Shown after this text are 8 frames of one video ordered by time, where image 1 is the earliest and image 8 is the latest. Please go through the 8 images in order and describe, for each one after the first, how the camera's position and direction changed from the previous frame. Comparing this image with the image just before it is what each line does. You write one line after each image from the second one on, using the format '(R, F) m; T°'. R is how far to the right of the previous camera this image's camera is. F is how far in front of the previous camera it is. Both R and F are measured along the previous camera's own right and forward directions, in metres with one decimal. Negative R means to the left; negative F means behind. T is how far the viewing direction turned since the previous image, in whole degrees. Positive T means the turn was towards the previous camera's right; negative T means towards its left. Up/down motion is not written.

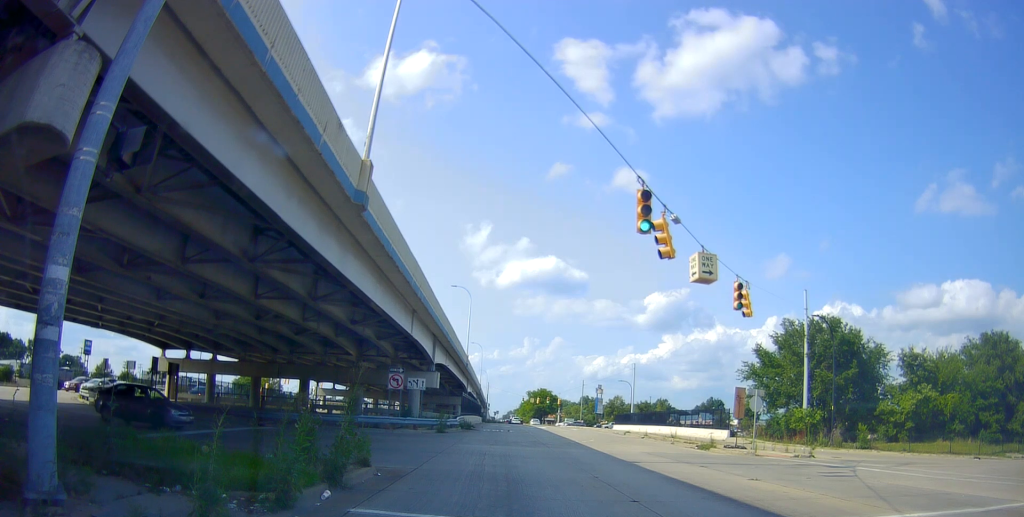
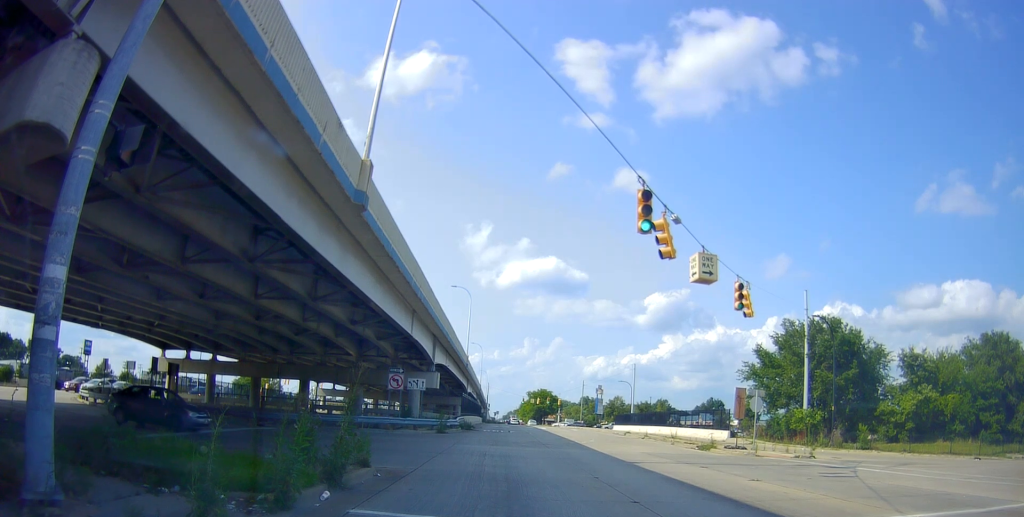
(0.0, 0.0) m; 0°
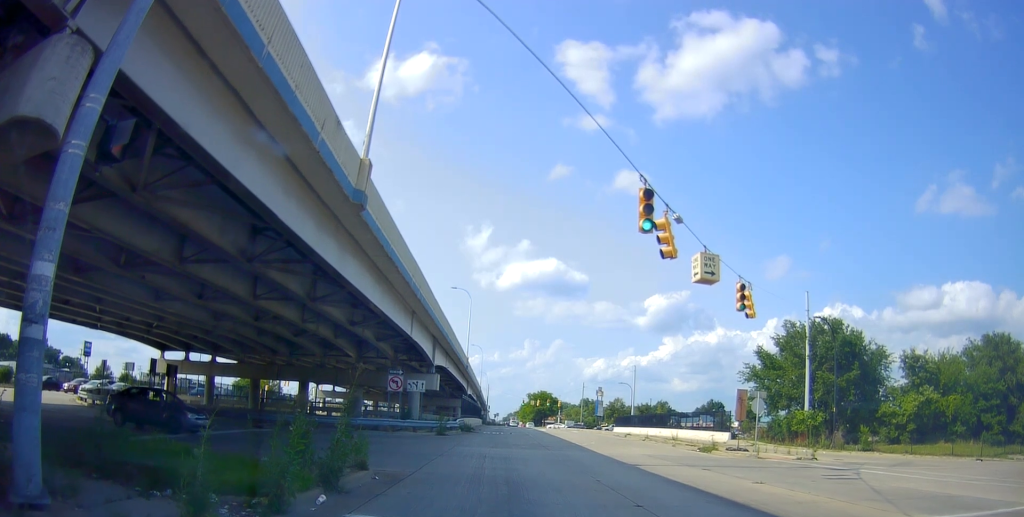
(0.0, 0.0) m; 0°
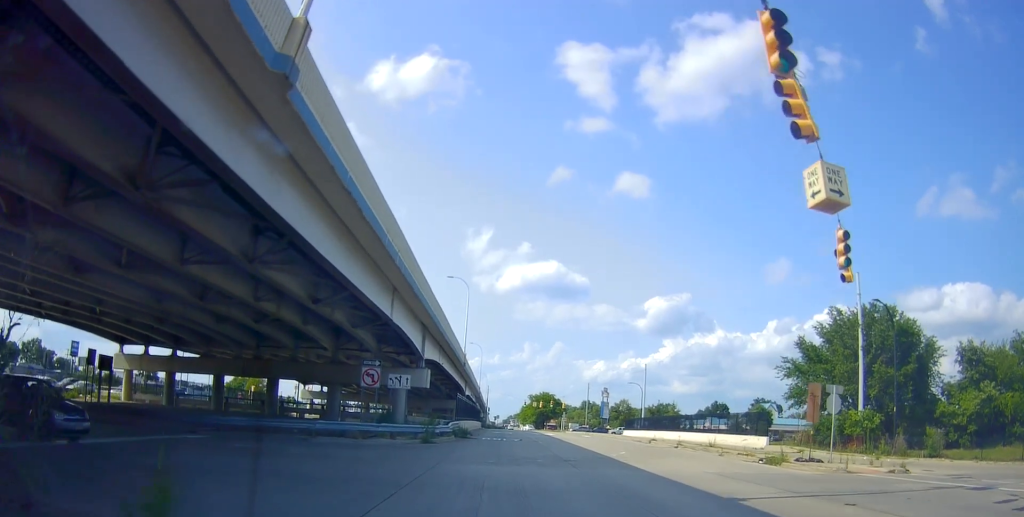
(0.0, +3.5) m; 0°
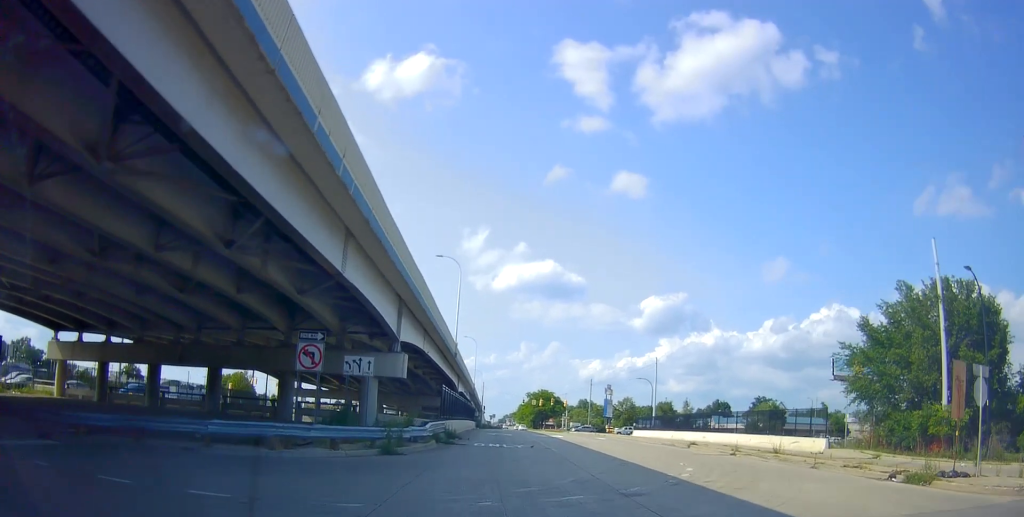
(0.0, +7.4) m; 0°
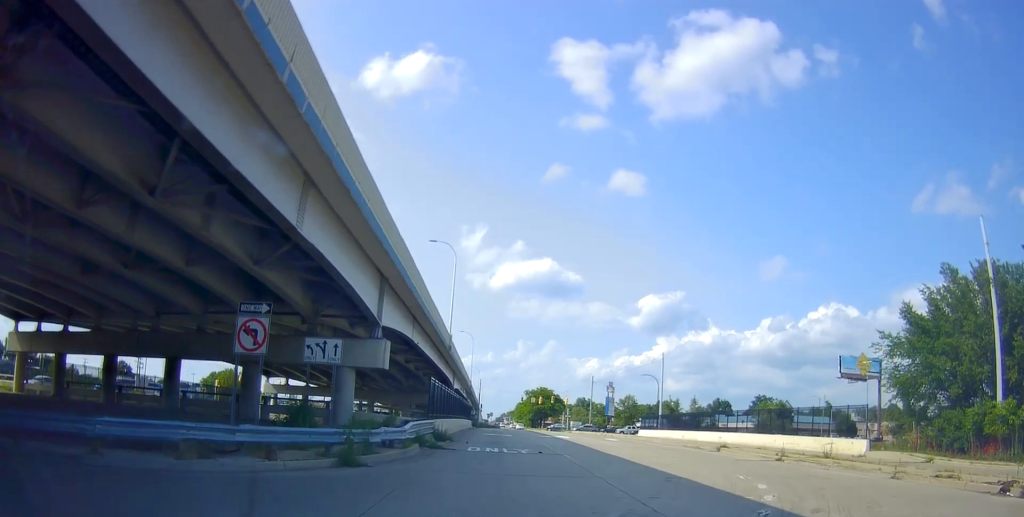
(0.0, +4.3) m; -5°
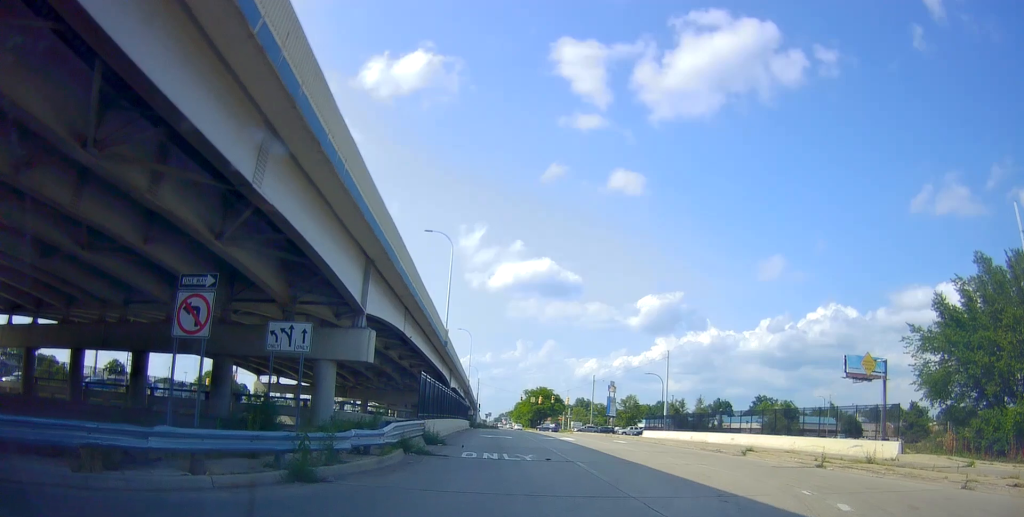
(0.0, +2.8) m; -2°
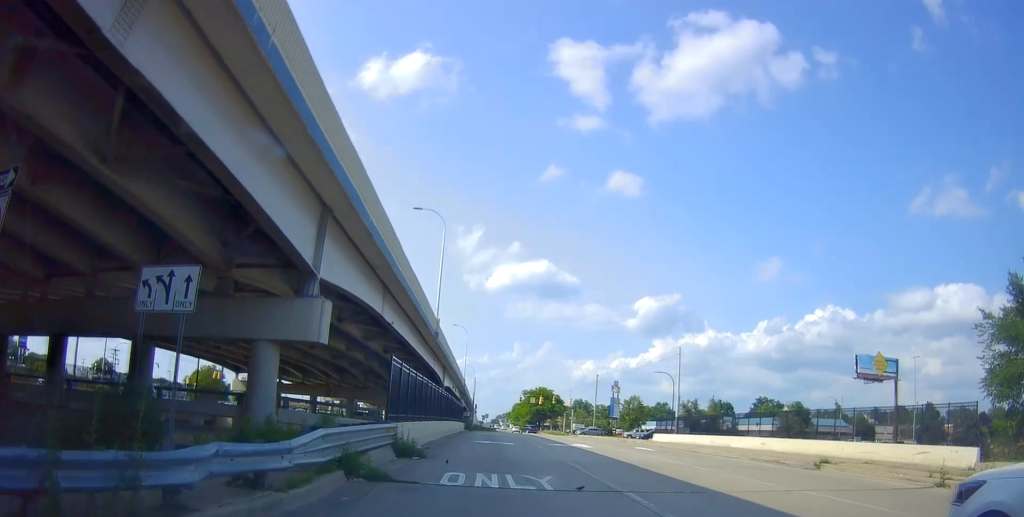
(-0.6, +6.1) m; 0°
